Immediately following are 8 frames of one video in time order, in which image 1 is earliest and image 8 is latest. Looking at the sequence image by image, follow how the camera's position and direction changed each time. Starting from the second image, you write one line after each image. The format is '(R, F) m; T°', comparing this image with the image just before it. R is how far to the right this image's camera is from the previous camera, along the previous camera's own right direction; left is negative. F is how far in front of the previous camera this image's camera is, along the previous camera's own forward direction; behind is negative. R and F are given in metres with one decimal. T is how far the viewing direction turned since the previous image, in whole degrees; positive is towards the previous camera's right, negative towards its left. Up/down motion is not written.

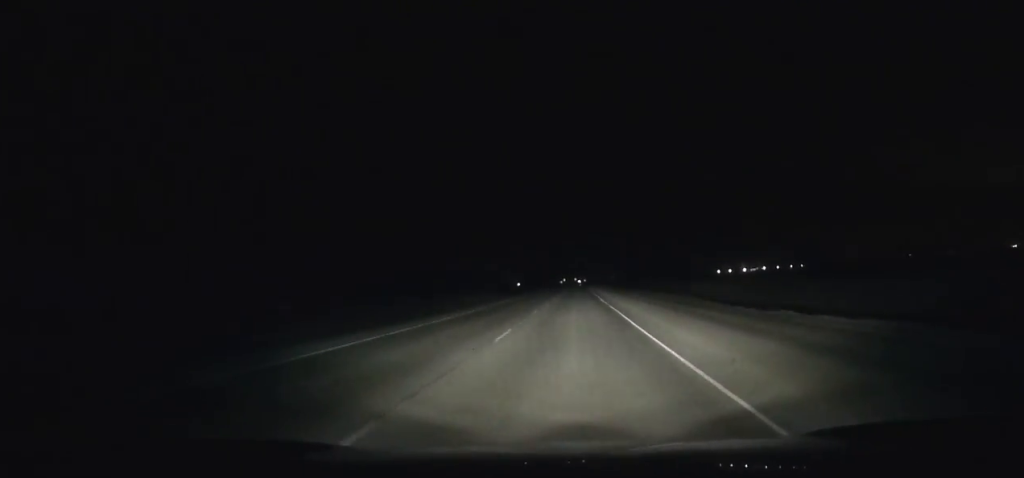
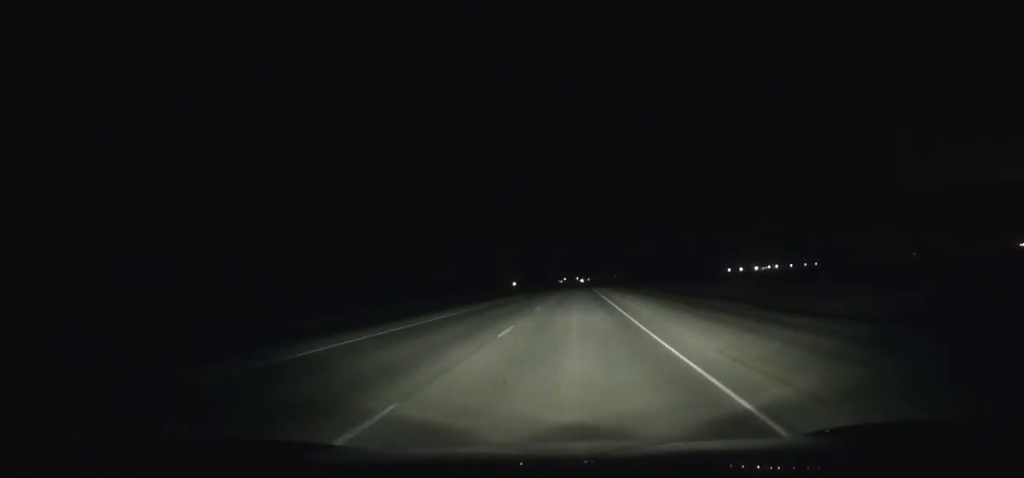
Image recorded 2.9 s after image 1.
(0.0, +83.4) m; 0°
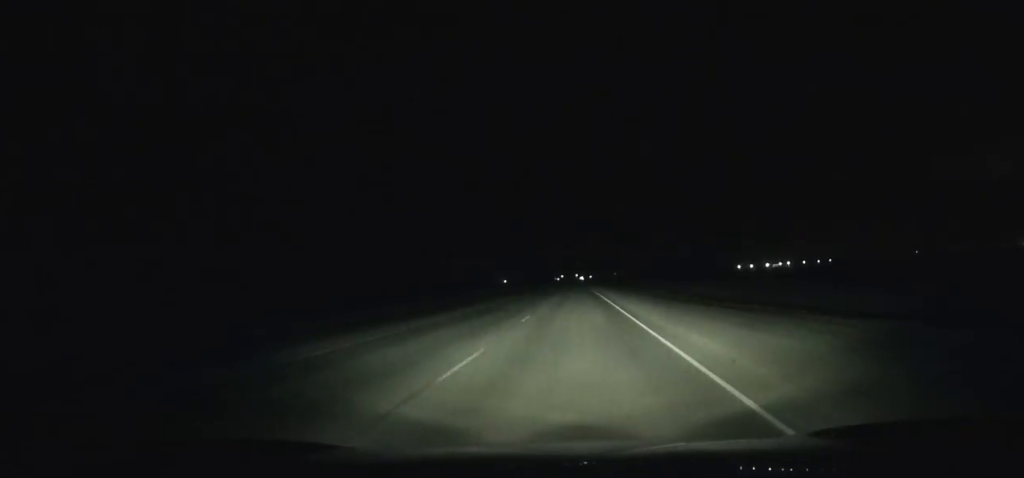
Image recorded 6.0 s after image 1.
(+0.2, +90.5) m; 0°
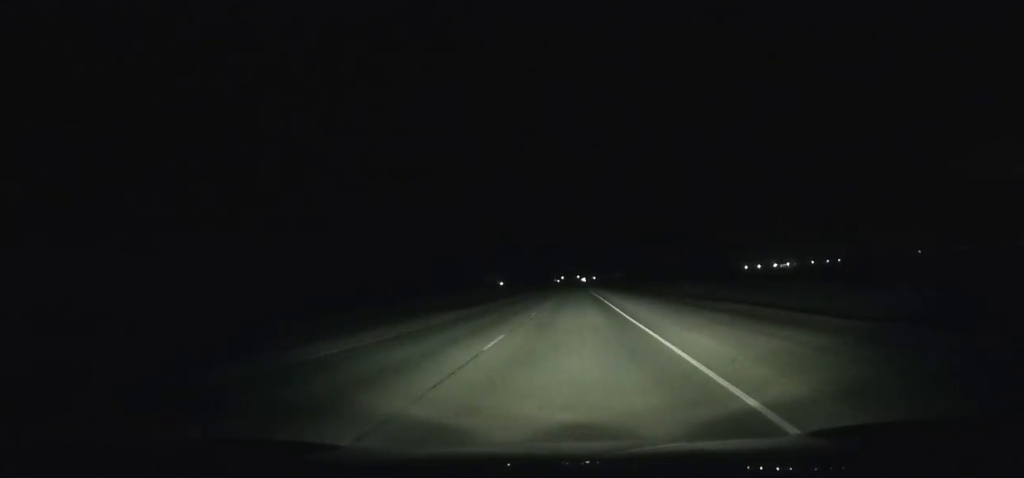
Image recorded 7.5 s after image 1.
(+0.3, +44.2) m; 0°
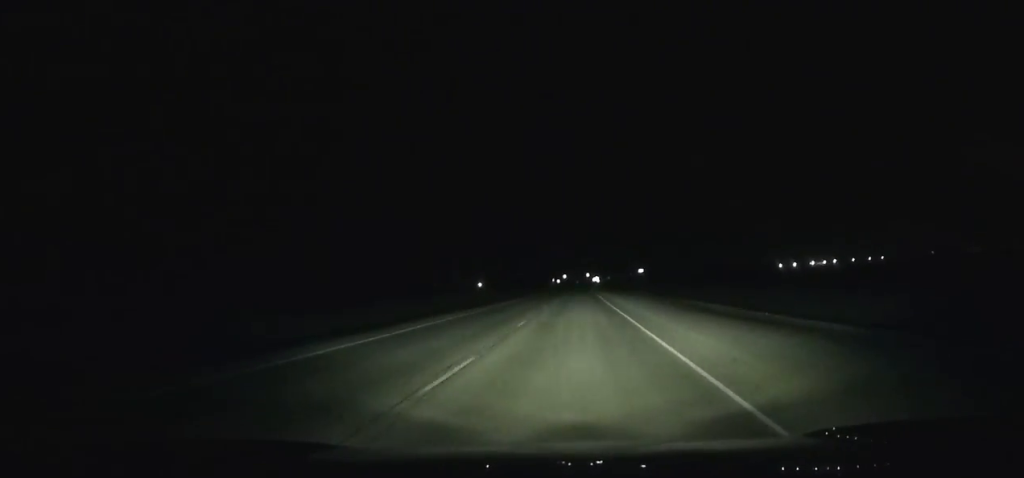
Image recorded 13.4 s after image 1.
(-1.5, +175.1) m; -1°
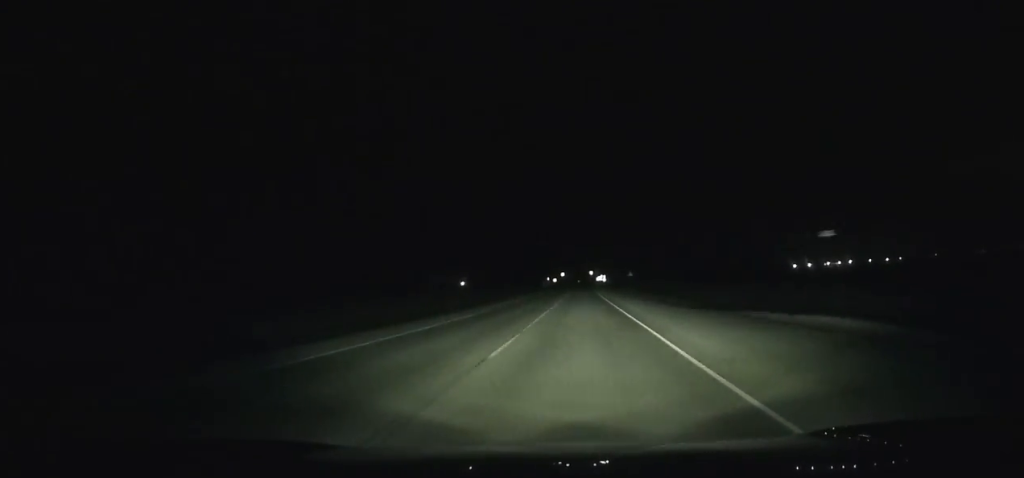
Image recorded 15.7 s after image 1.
(-0.3, +68.4) m; 0°
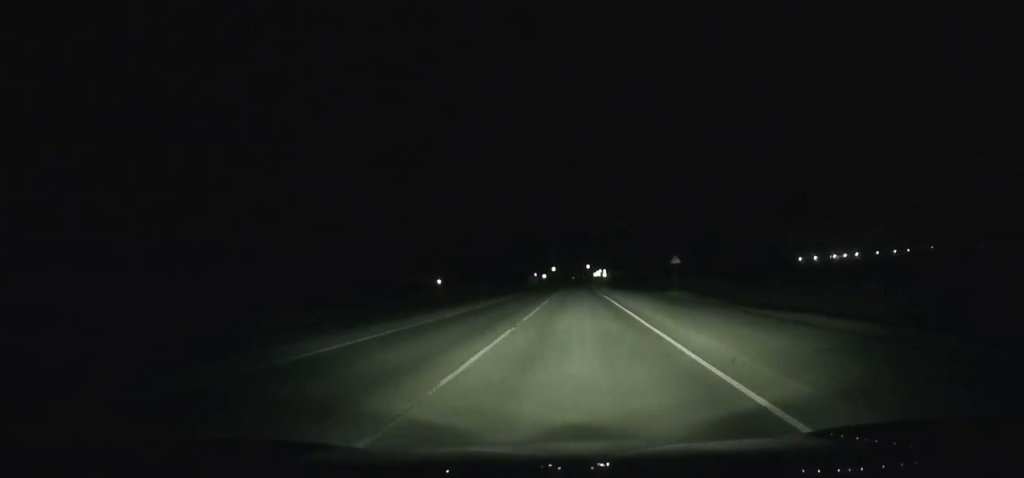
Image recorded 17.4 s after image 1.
(0.0, +50.3) m; 0°
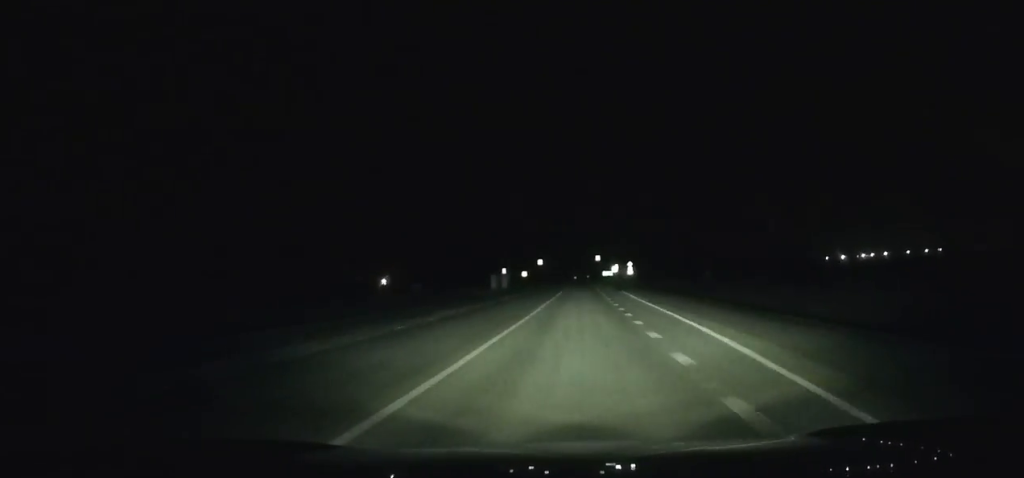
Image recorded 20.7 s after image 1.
(+0.3, +96.4) m; 0°
